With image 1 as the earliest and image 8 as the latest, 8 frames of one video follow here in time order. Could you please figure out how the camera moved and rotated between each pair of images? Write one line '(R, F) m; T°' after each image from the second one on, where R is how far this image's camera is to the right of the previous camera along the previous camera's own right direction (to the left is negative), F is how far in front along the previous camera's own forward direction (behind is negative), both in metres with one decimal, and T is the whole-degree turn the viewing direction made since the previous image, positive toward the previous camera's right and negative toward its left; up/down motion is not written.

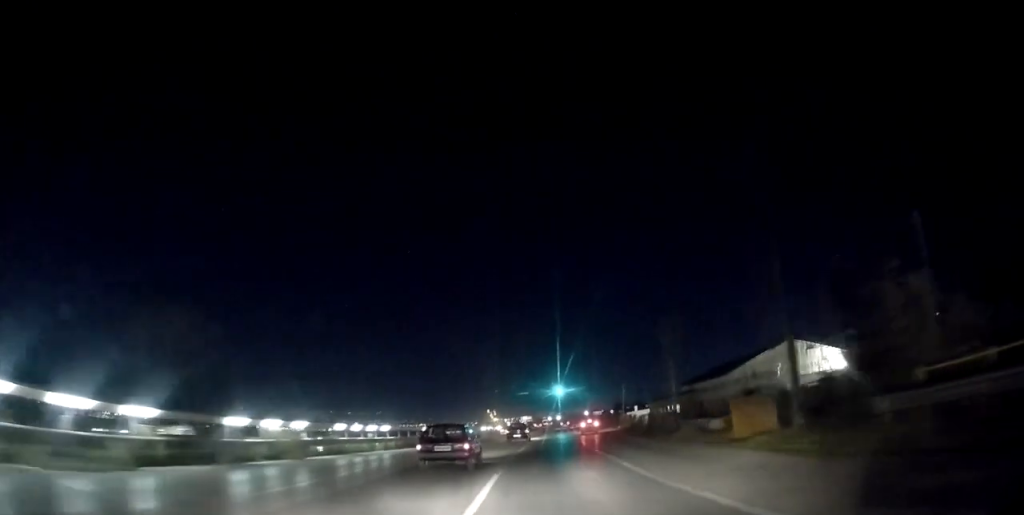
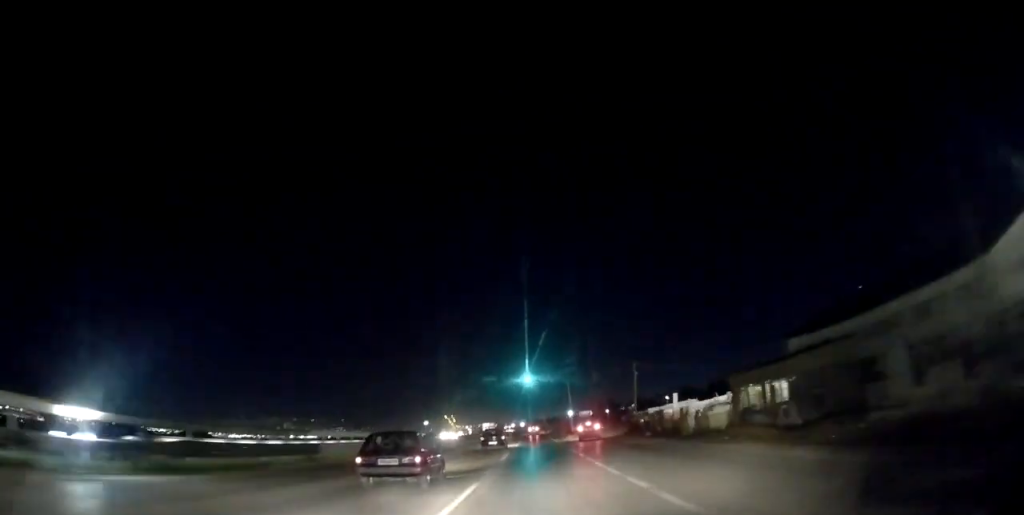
(+0.4, +36.2) m; +3°
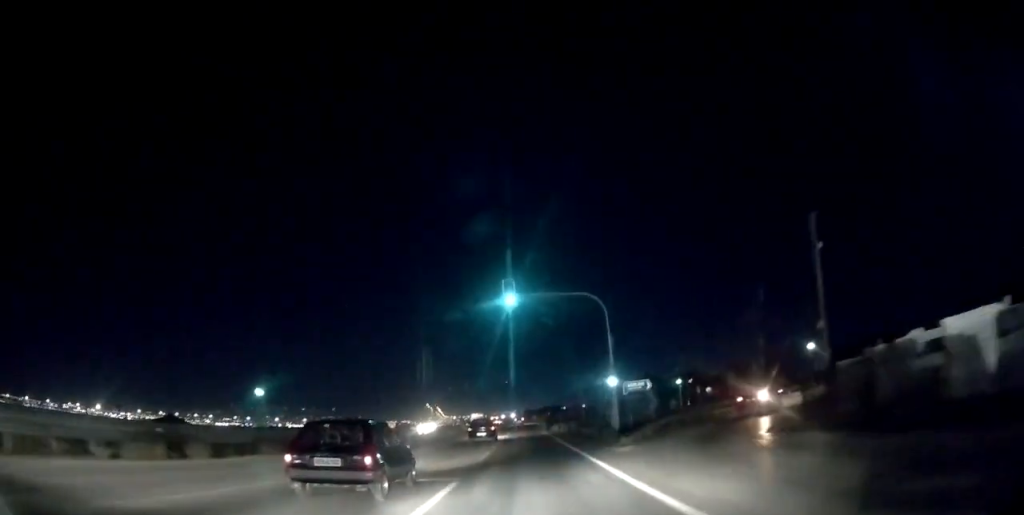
(+1.4, +36.7) m; +3°
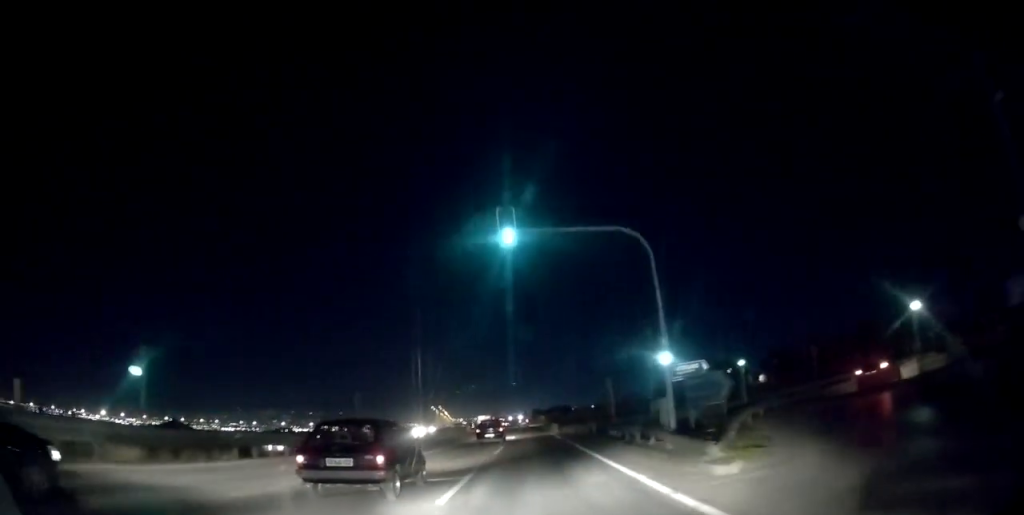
(+0.1, +9.7) m; +1°
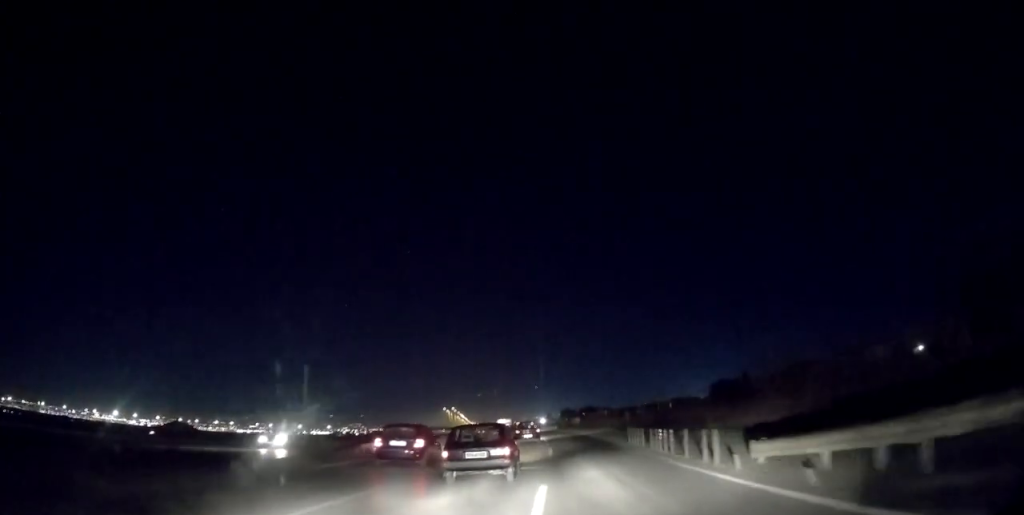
(-0.9, +37.4) m; -3°
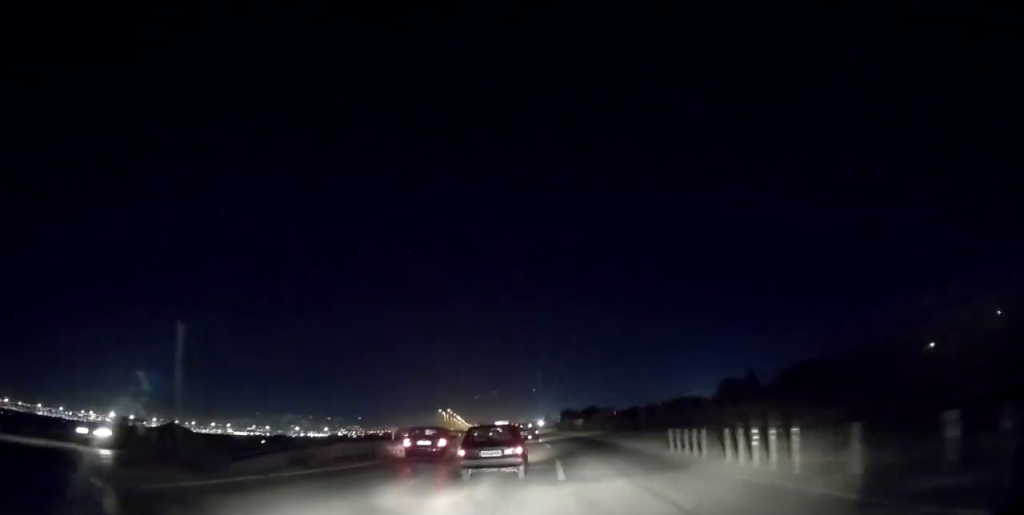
(0.0, +8.0) m; 0°
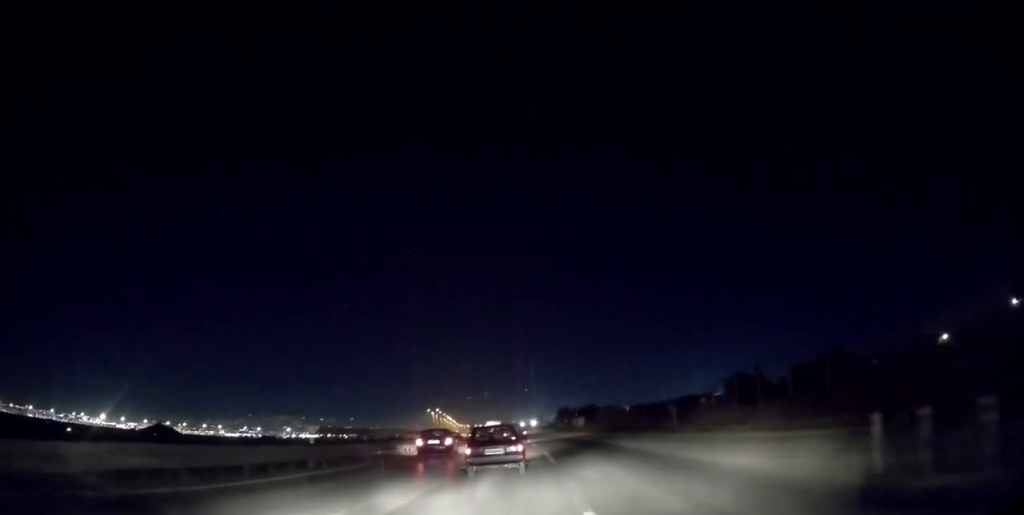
(+0.3, +11.2) m; 0°
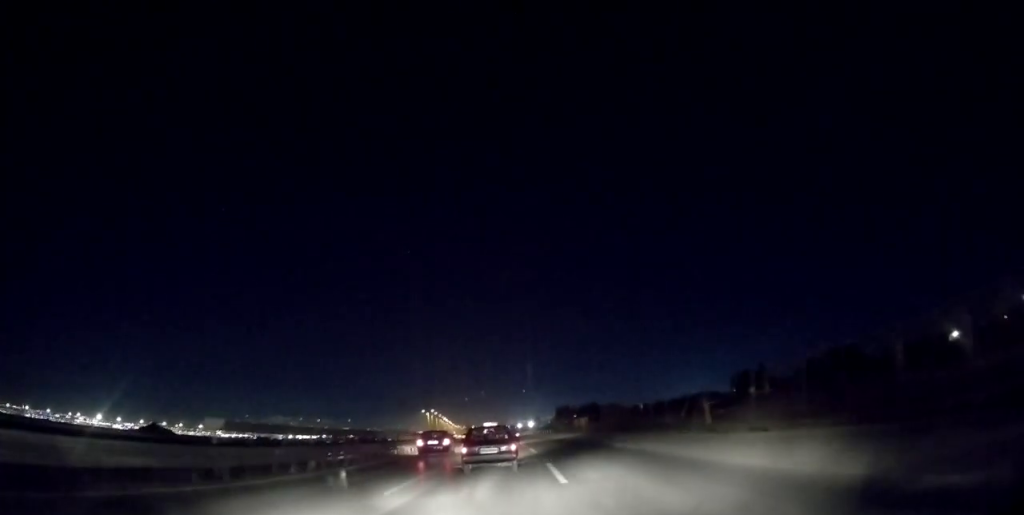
(-0.1, +6.7) m; 0°
